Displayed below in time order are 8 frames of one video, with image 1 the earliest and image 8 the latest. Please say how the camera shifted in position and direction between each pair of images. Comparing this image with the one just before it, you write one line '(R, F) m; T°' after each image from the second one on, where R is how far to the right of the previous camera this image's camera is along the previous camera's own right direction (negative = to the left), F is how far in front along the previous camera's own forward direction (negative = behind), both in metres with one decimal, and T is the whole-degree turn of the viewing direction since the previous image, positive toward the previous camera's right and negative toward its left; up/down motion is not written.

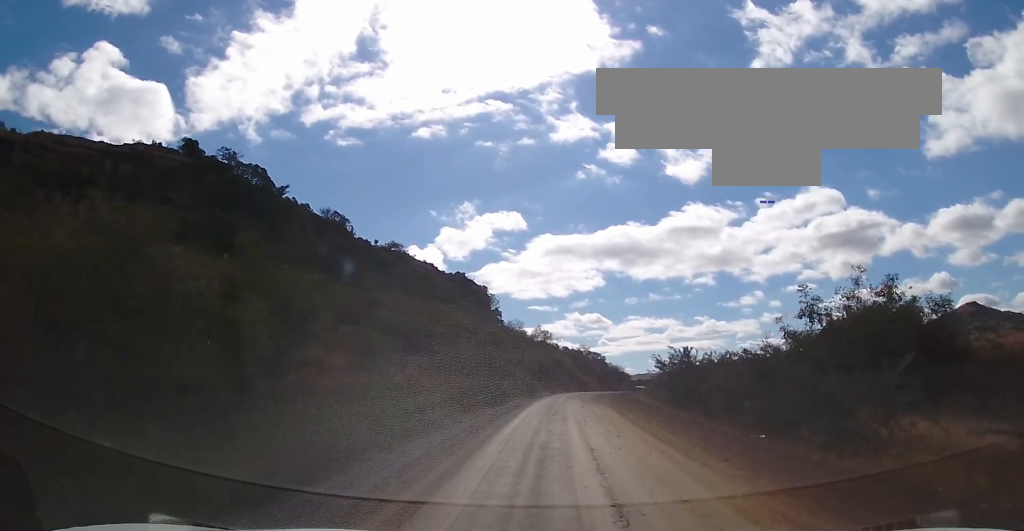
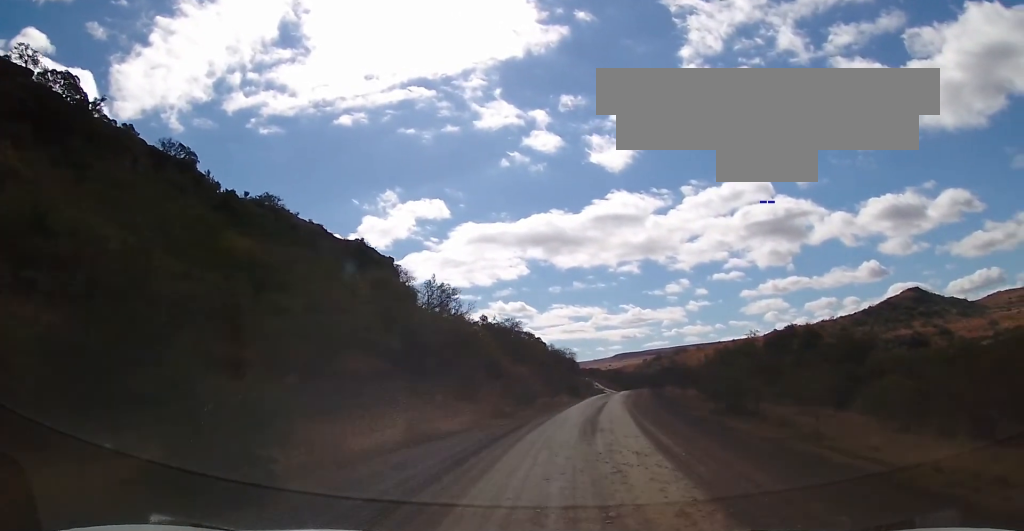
(+3.2, +47.4) m; +9°
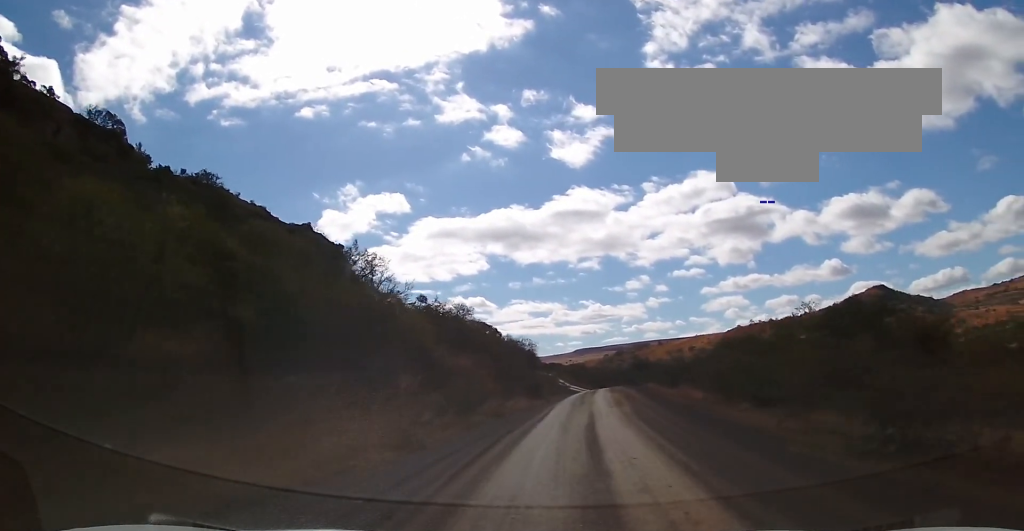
(+0.2, +13.6) m; +2°
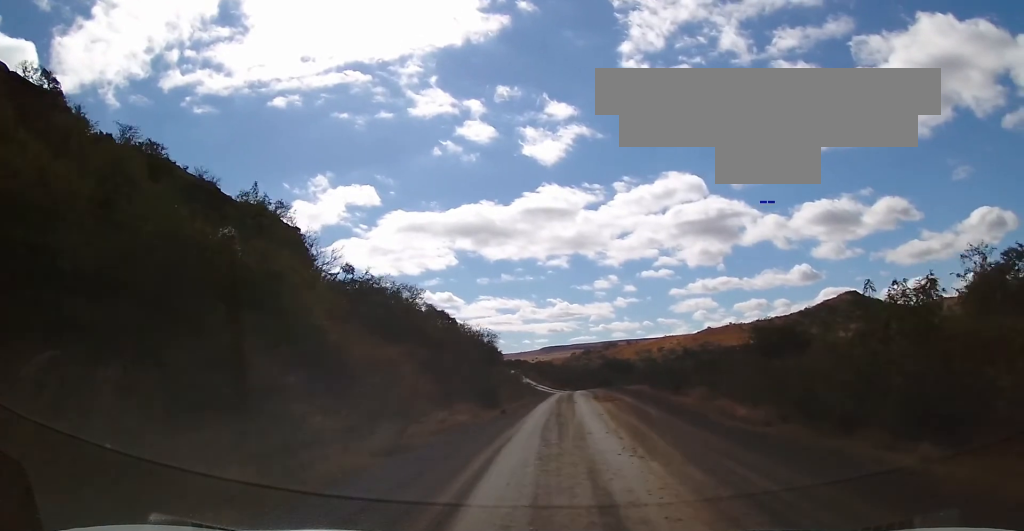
(+0.3, +13.0) m; +2°
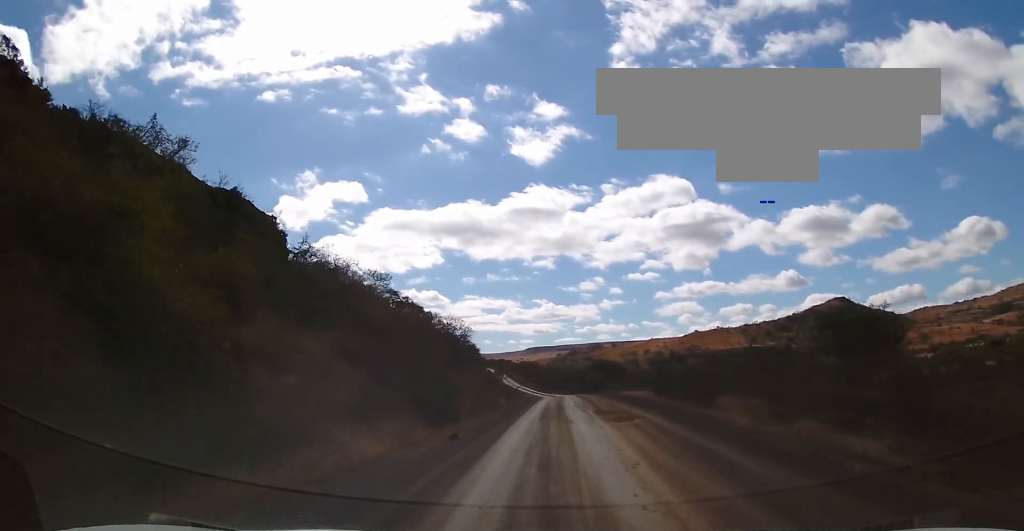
(0.0, +9.7) m; +2°
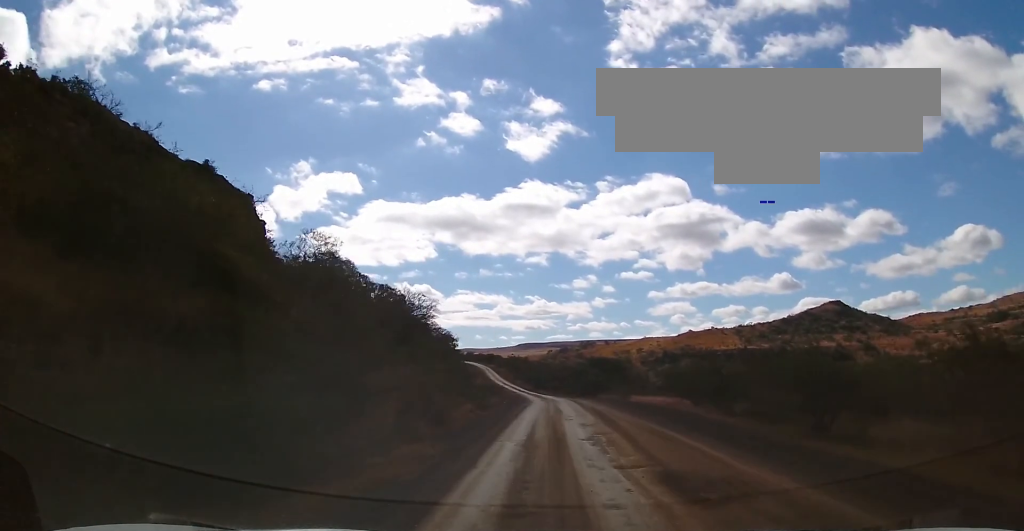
(+0.3, +13.5) m; +1°
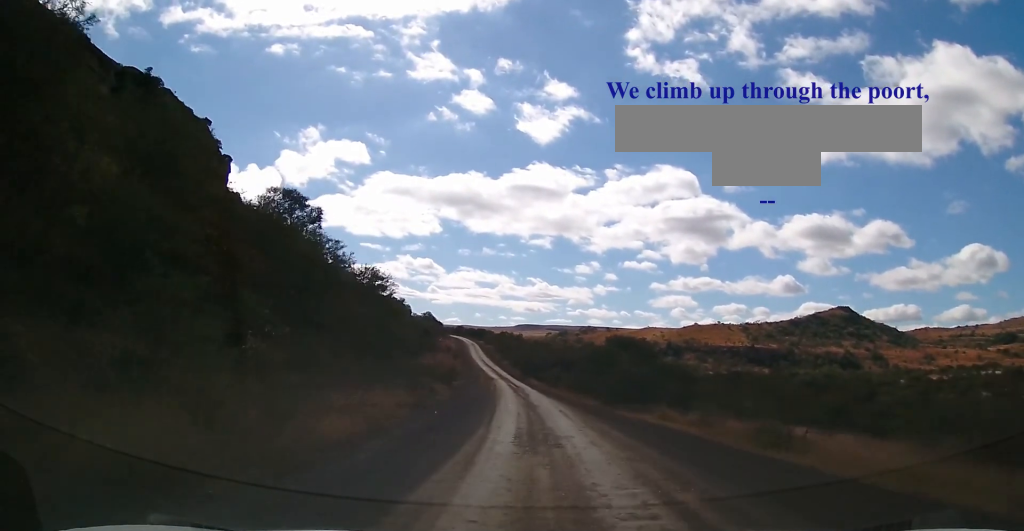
(+0.3, +32.5) m; 0°
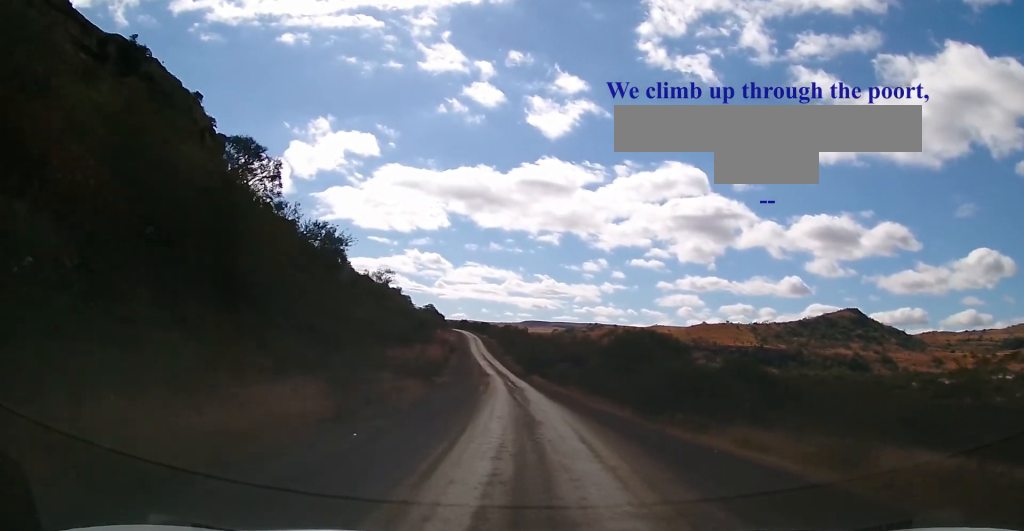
(+0.1, +10.1) m; -1°
